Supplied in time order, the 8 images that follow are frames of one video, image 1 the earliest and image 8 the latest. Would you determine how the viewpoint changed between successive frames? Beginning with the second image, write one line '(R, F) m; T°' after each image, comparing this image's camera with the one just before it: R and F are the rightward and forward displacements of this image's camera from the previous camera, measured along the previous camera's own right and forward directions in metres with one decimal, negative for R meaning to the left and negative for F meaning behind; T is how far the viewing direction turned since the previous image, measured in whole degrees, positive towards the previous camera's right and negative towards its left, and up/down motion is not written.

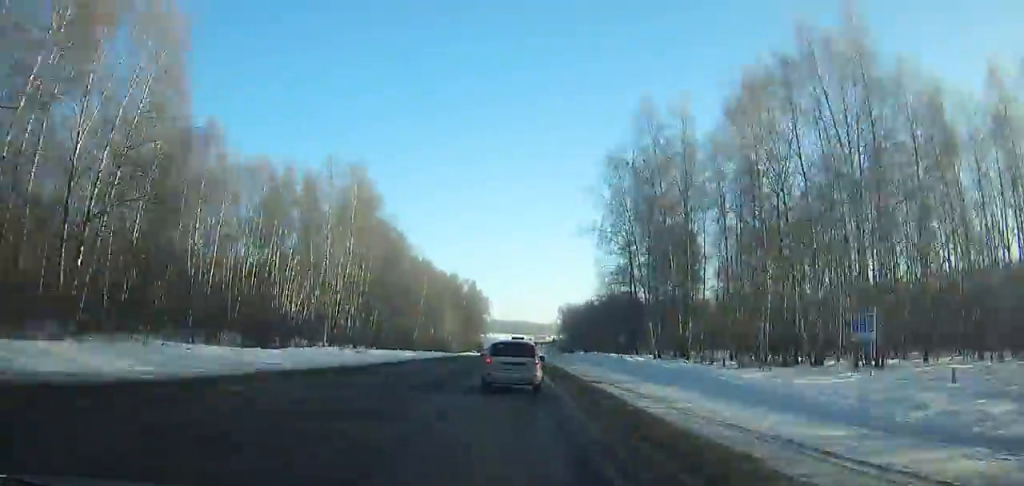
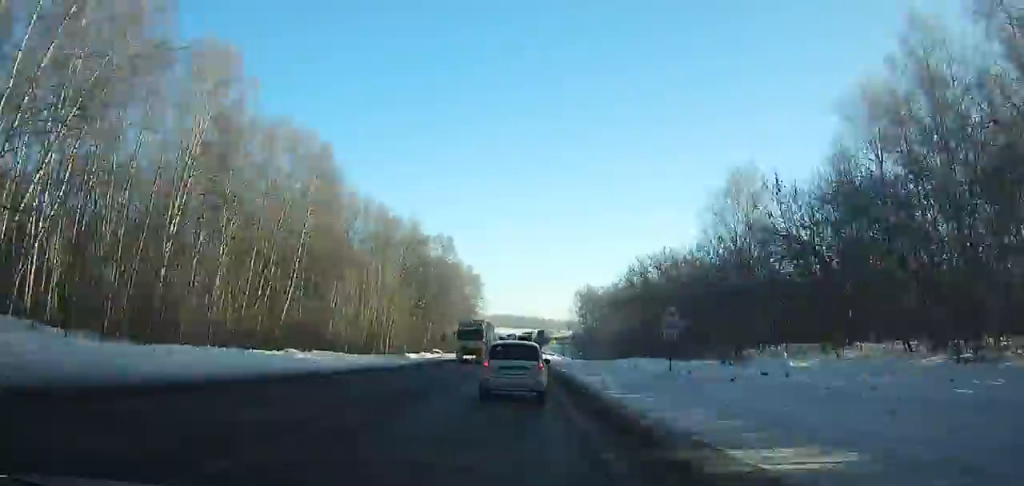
(0.0, +67.7) m; 0°
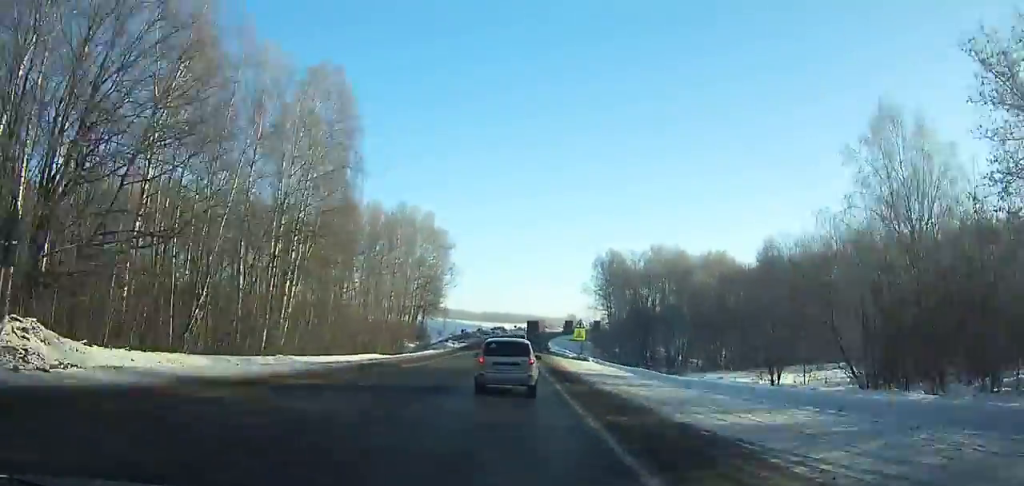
(0.0, +66.6) m; +1°
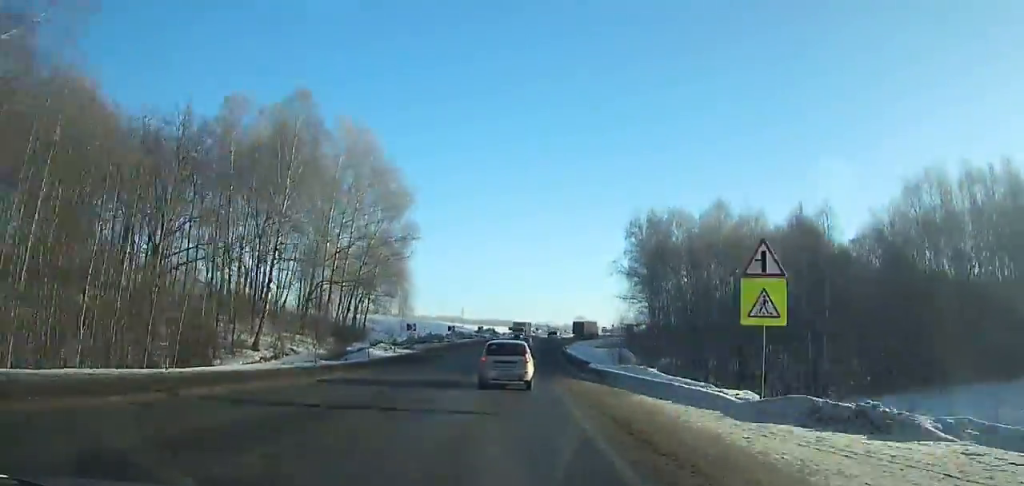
(+0.3, +45.0) m; +1°
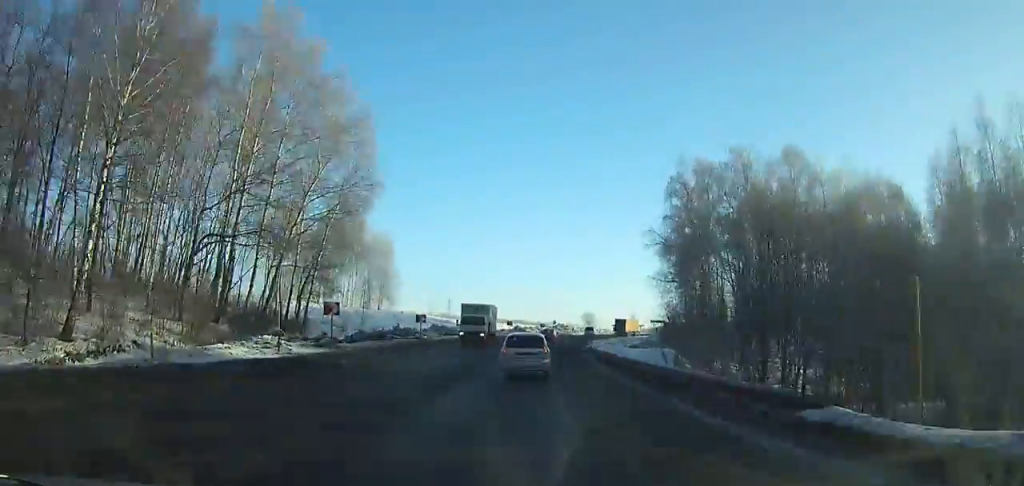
(+0.3, +22.9) m; +3°
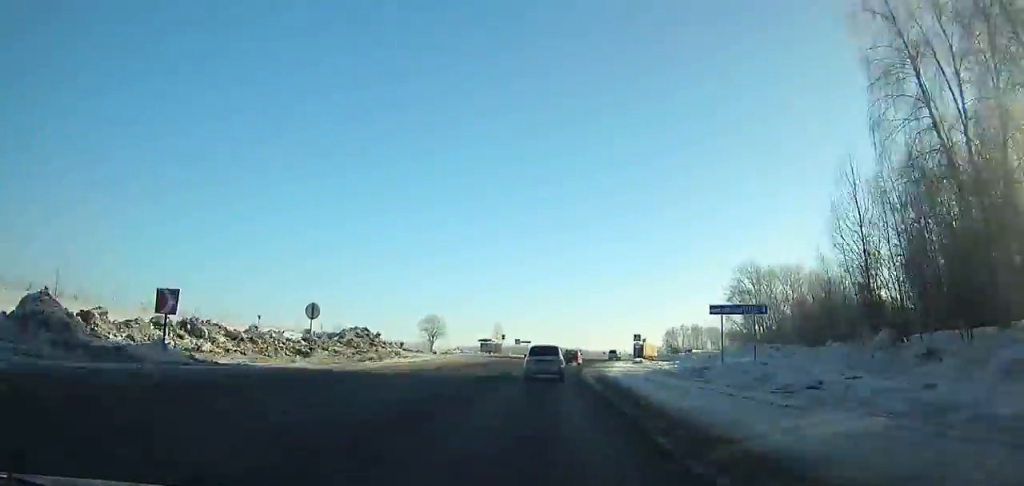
(+11.1, +91.7) m; +17°
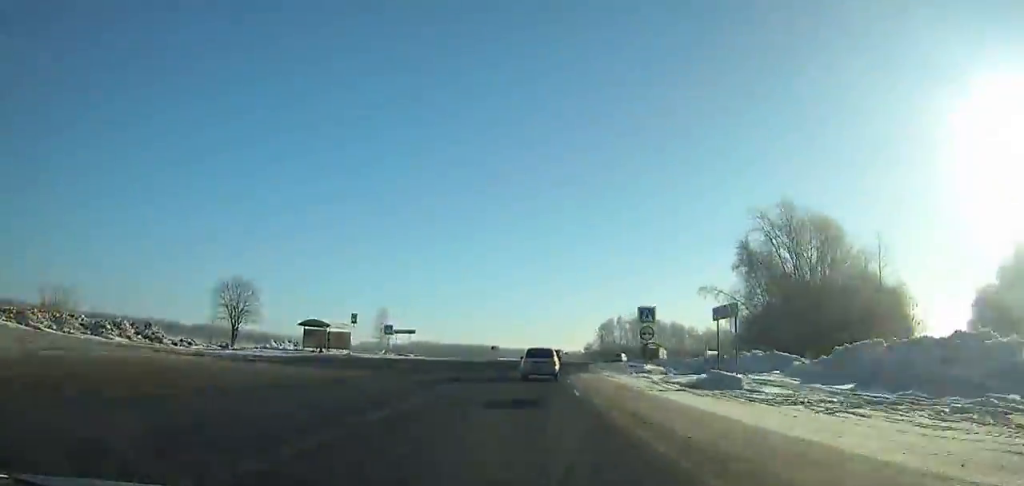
(+3.9, +49.3) m; +8°
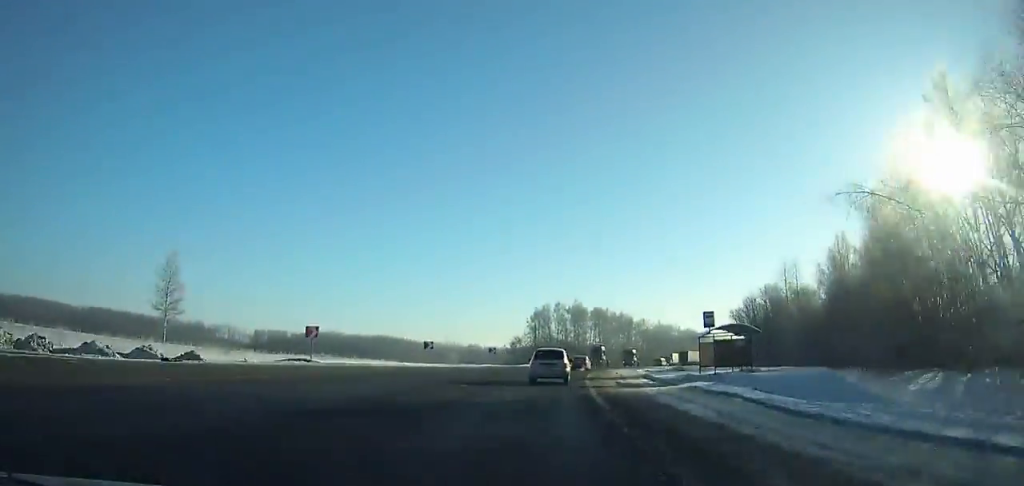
(+4.0, +55.6) m; +10°
